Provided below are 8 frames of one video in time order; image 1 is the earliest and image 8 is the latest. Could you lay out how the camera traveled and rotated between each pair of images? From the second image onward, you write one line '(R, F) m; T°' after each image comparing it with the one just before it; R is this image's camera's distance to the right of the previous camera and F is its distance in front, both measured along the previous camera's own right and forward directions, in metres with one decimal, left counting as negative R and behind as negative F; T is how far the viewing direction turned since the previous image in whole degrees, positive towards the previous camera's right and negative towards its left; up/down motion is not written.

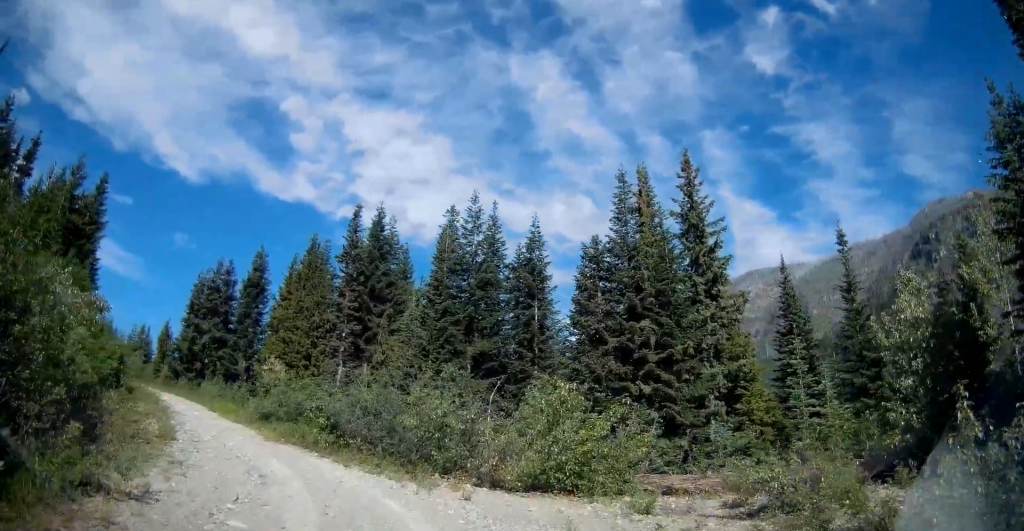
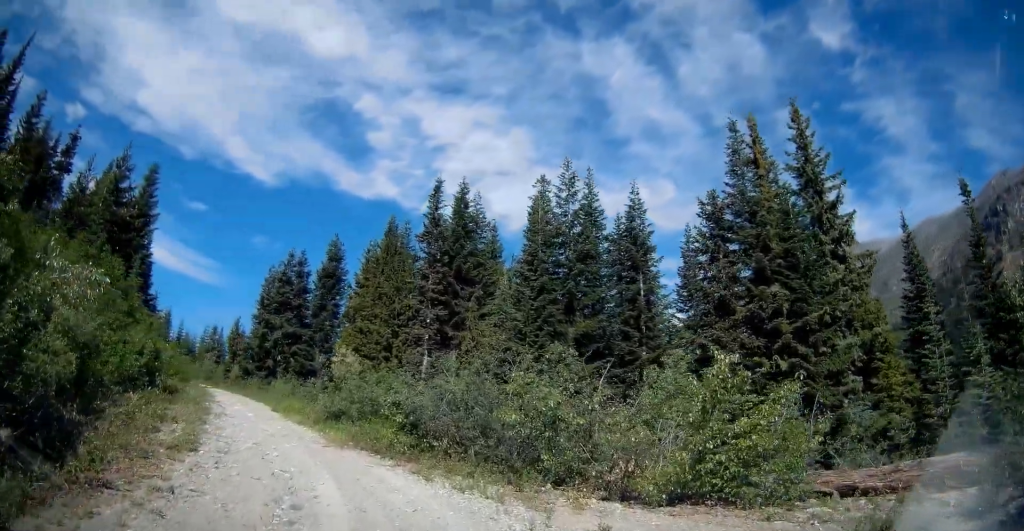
(-0.5, +3.7) m; -13°
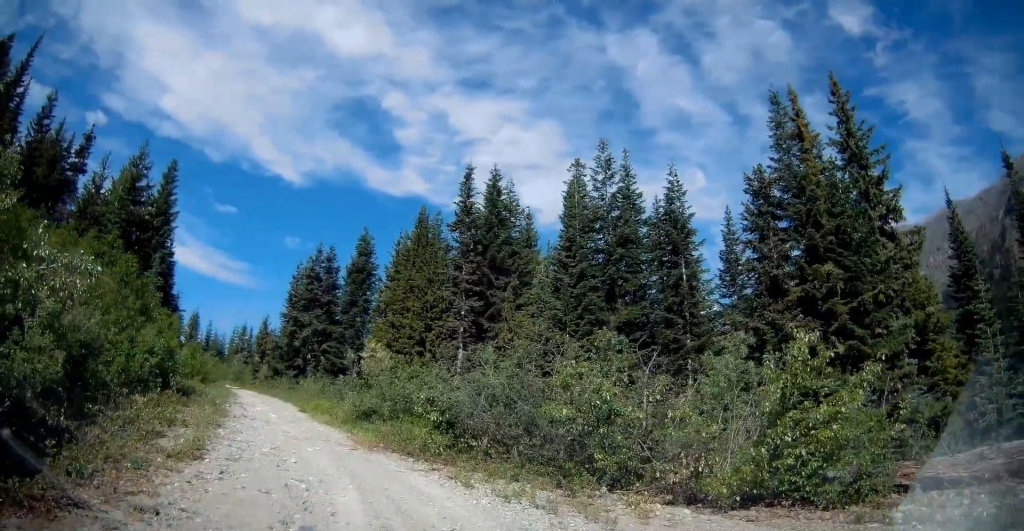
(0.0, +1.3) m; -4°
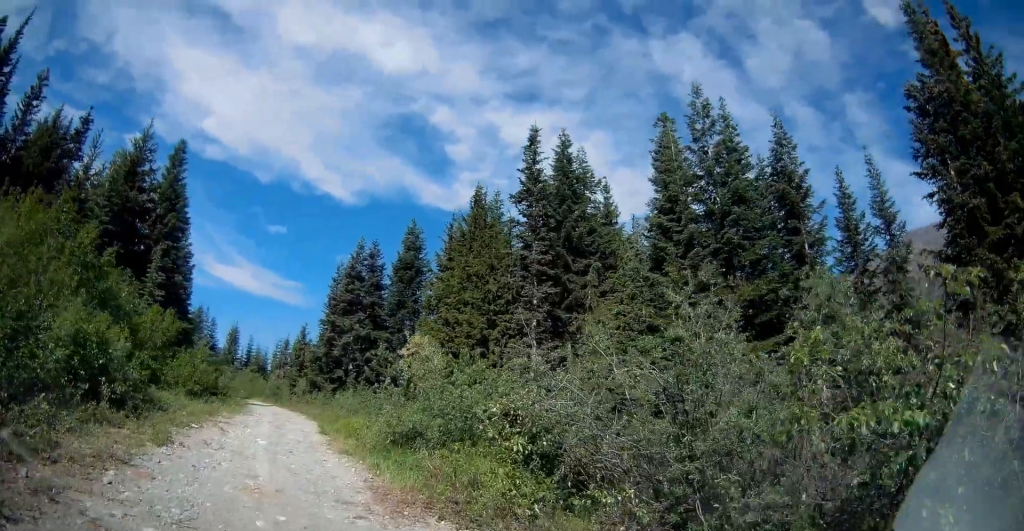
(-0.3, +6.3) m; +2°
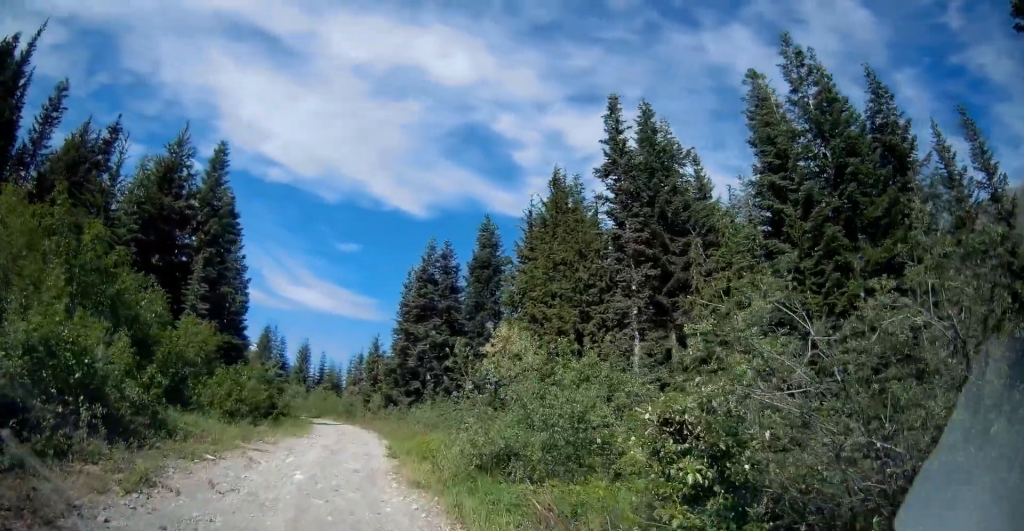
(+0.1, +3.3) m; +1°
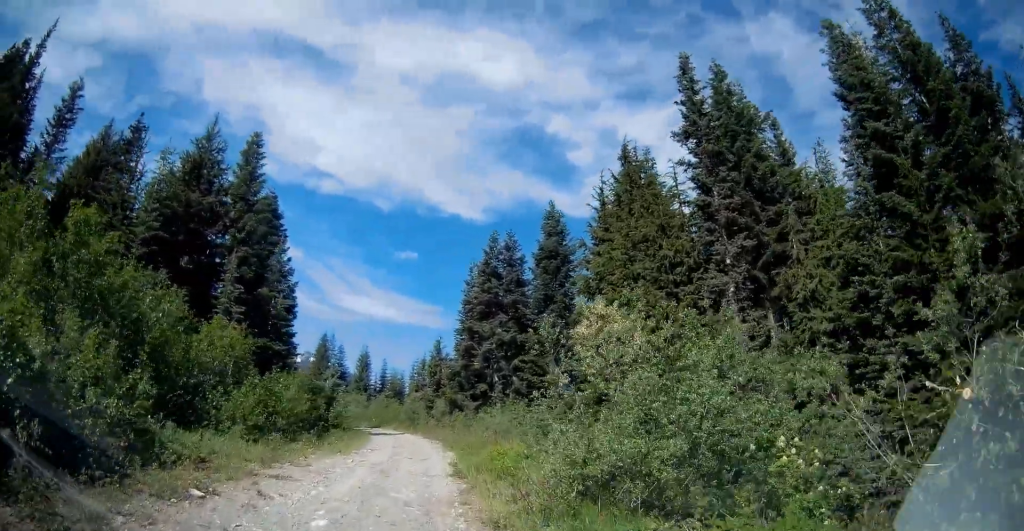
(-0.1, +3.3) m; -8°
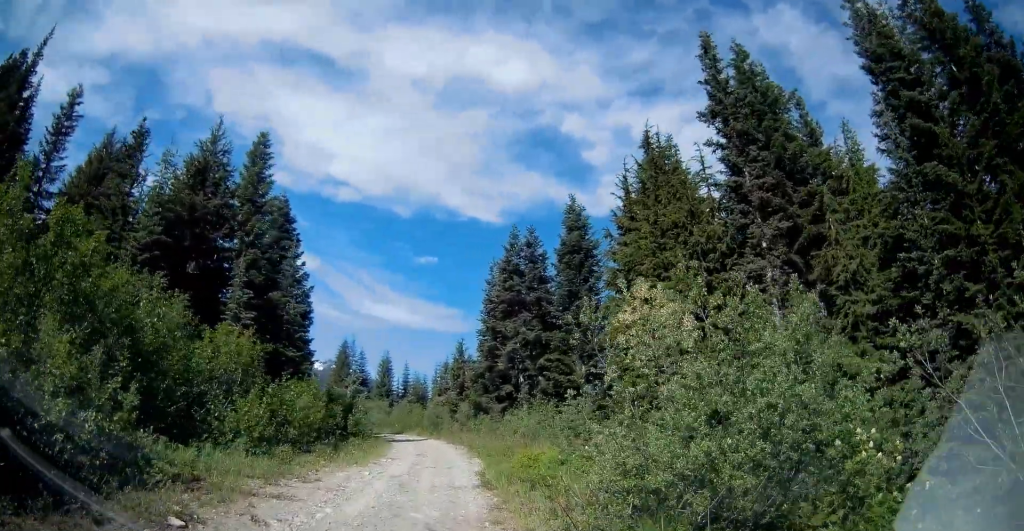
(-0.2, +1.2) m; -4°
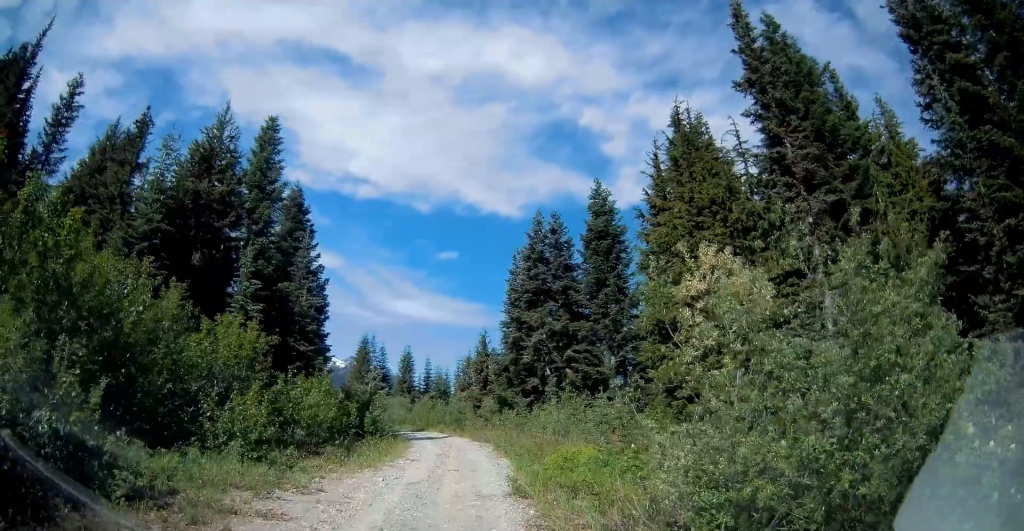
(-0.1, +1.6) m; -5°
